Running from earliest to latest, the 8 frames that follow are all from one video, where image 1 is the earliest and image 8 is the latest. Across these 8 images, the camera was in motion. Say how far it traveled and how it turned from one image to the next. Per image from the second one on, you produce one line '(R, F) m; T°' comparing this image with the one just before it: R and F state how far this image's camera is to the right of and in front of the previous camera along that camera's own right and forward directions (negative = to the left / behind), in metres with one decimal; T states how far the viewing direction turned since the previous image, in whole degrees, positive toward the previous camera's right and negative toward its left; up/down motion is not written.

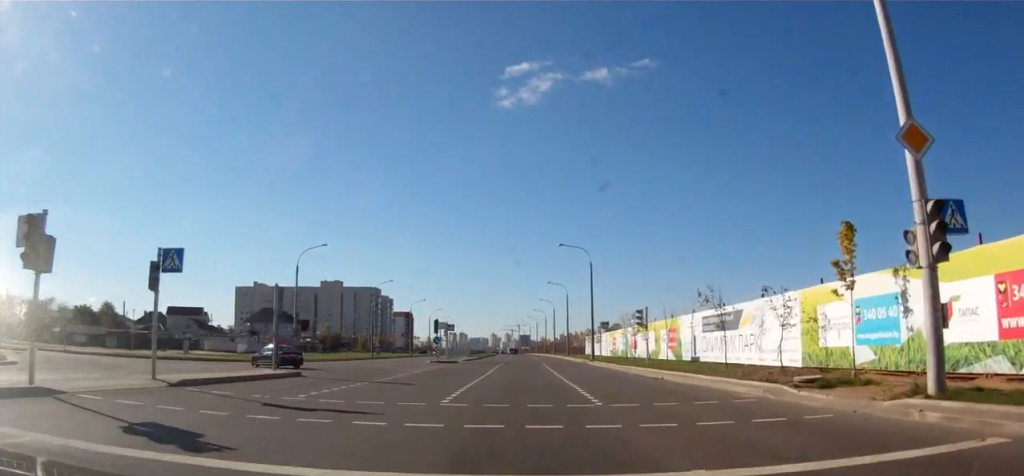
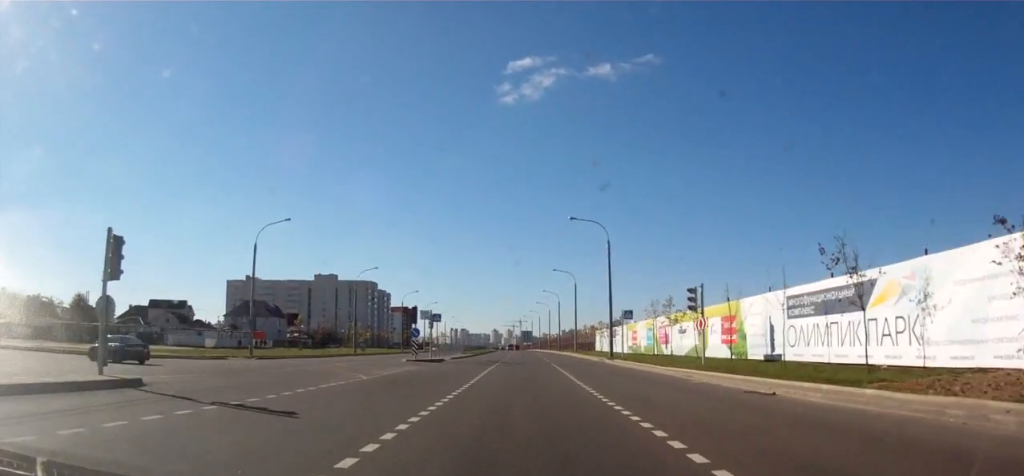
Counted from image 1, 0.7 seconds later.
(-0.2, +12.1) m; -1°
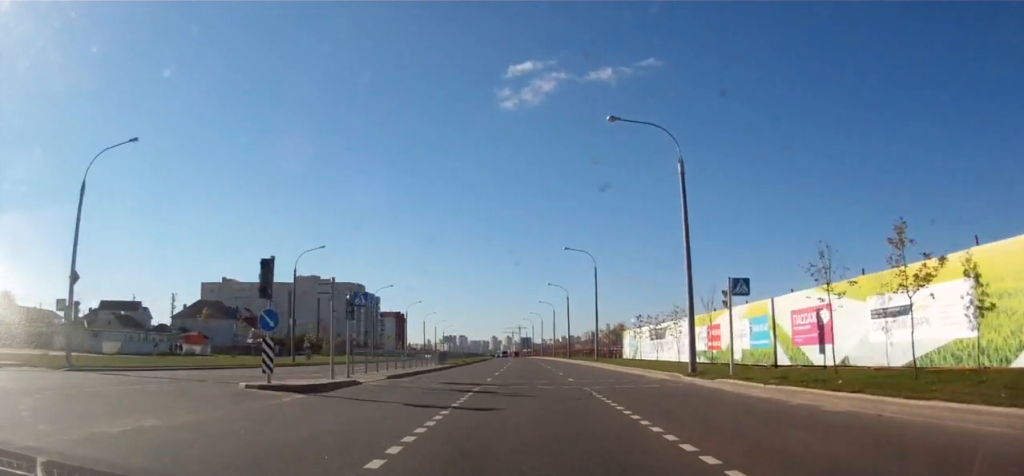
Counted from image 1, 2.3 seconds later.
(-0.4, +26.4) m; -1°
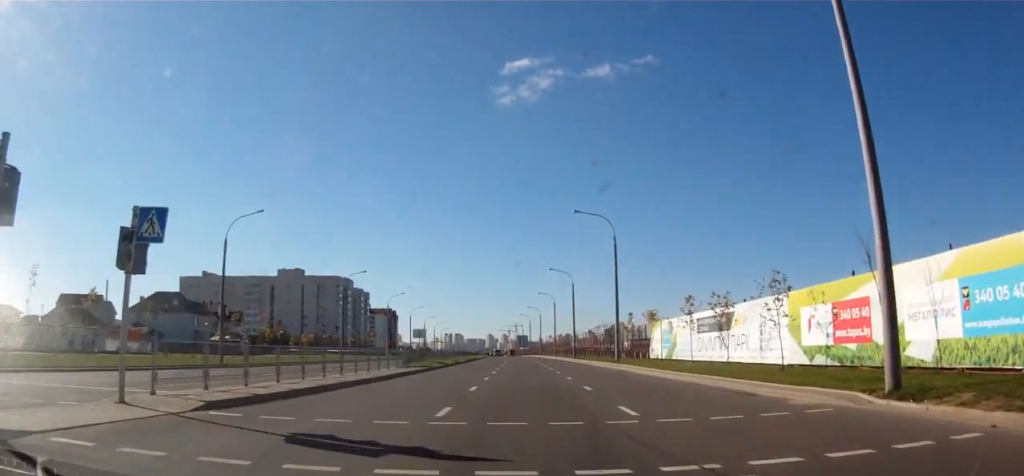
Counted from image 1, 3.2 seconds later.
(0.0, +16.4) m; +1°
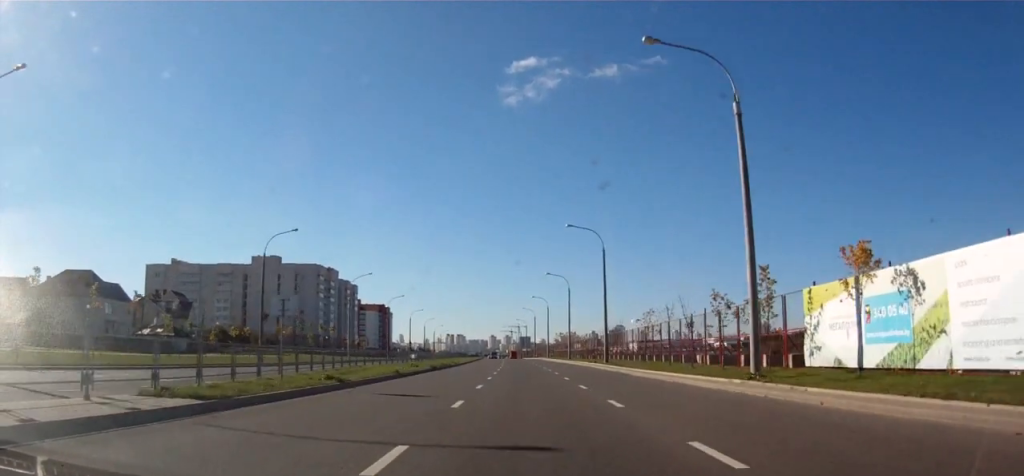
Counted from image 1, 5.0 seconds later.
(+0.4, +29.7) m; 0°
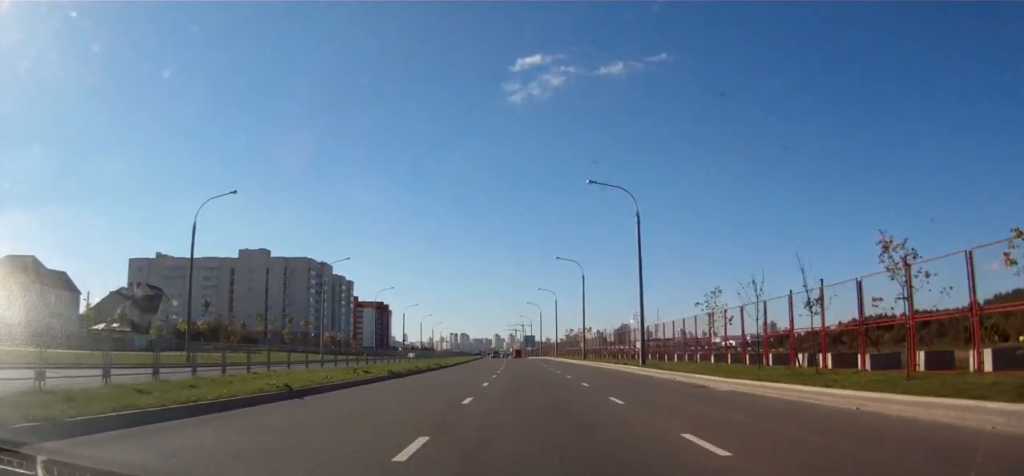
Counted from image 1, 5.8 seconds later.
(-0.2, +15.3) m; -1°
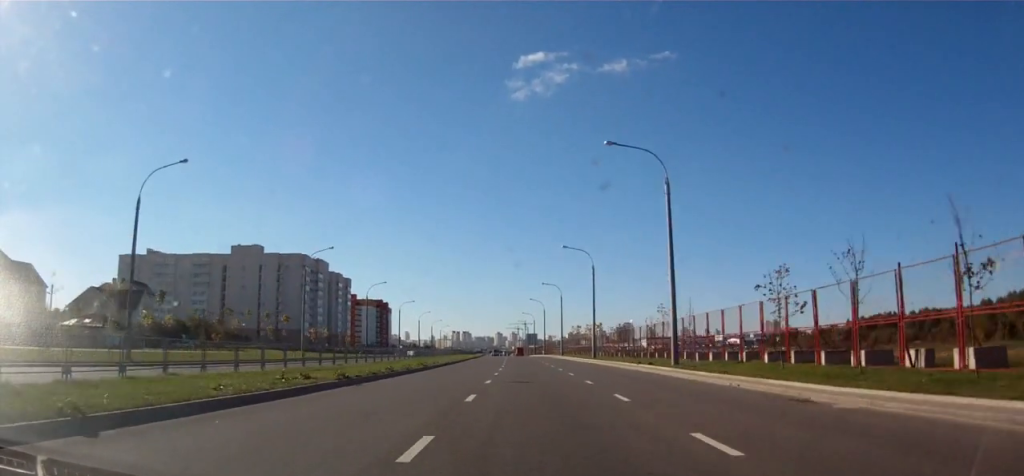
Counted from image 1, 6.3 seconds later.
(0.0, +8.4) m; 0°
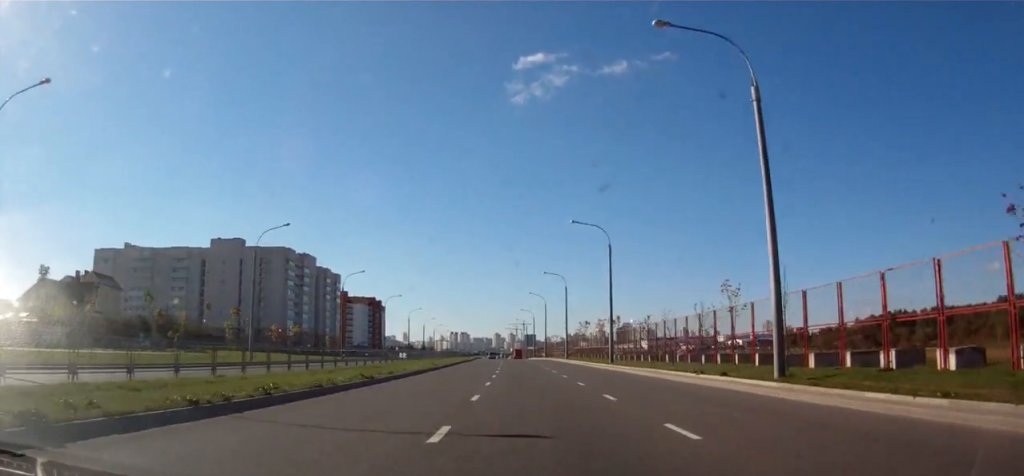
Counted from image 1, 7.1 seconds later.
(-0.1, +14.1) m; +1°
